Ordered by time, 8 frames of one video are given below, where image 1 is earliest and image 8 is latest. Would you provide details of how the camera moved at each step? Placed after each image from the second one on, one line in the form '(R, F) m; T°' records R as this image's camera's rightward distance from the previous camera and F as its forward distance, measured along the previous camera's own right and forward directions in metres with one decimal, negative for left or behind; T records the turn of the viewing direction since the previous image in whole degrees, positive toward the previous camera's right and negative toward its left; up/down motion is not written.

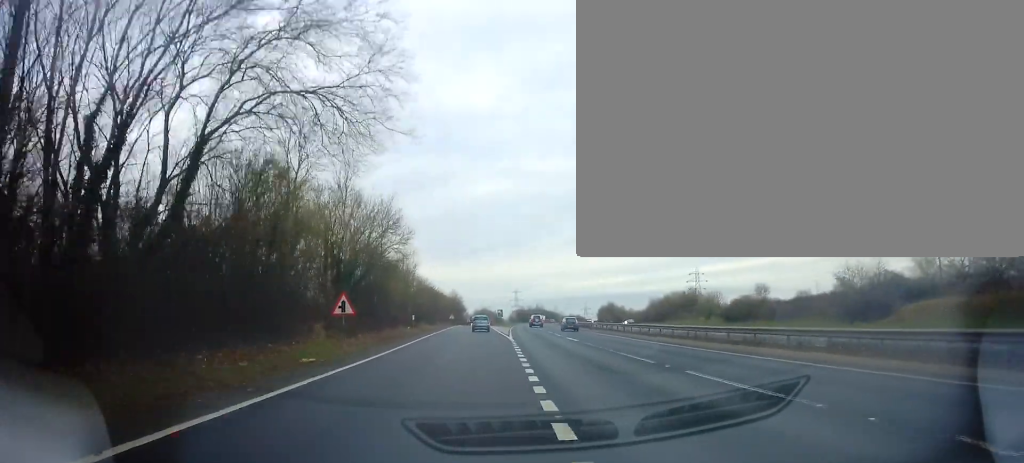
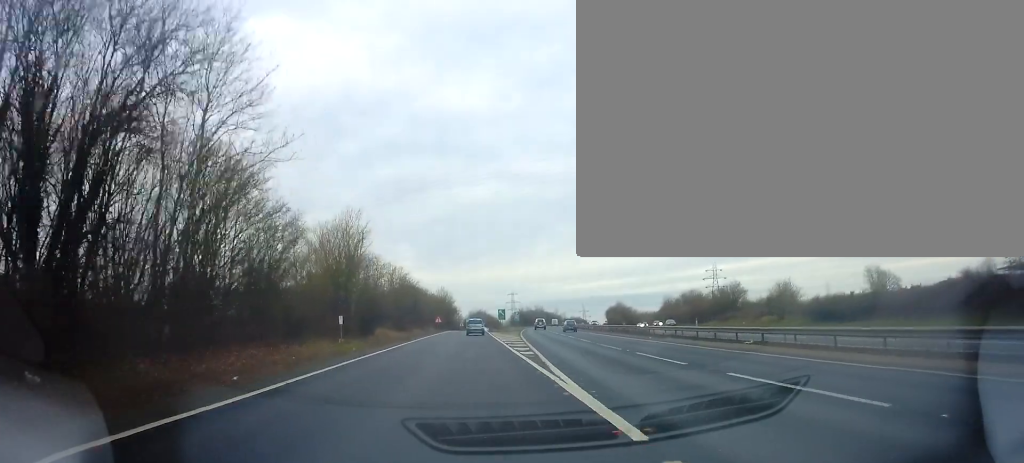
(0.0, +27.8) m; +1°
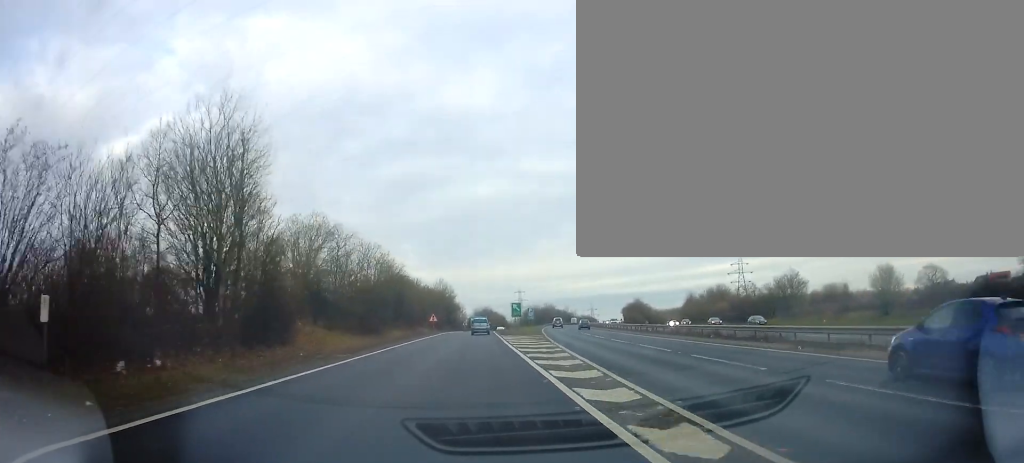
(+0.4, +21.6) m; 0°
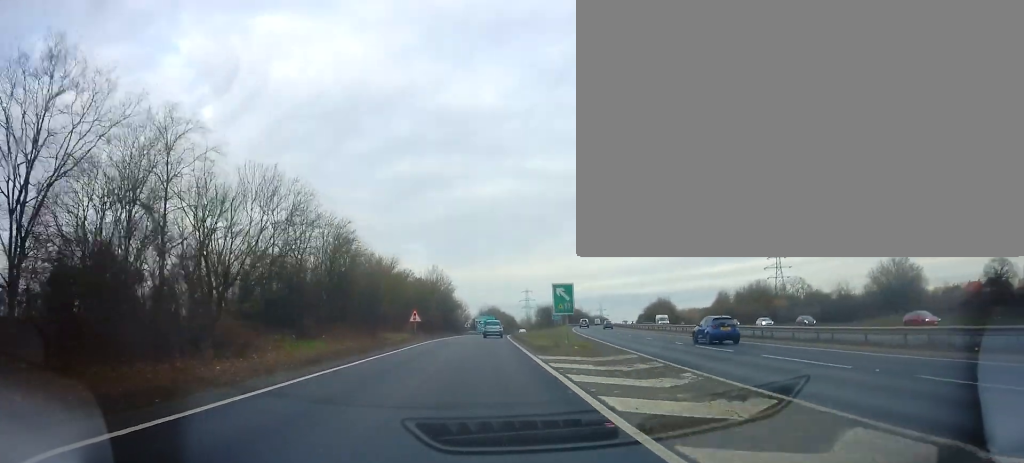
(-0.6, +27.9) m; -1°
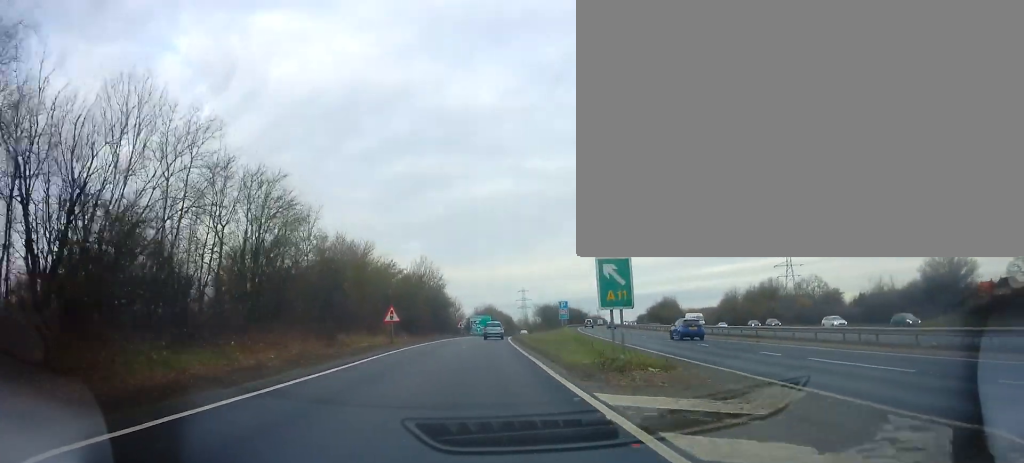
(0.0, +11.0) m; 0°
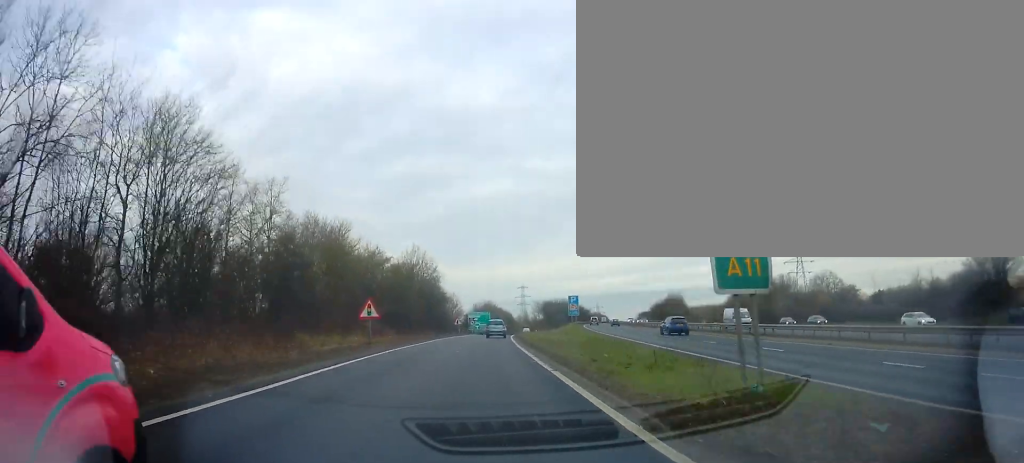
(0.0, +7.7) m; +1°
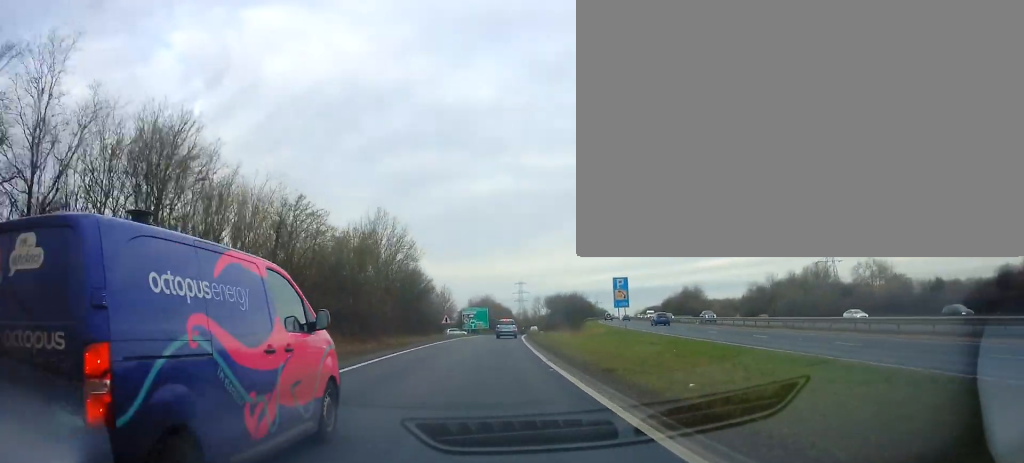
(+0.2, +20.5) m; +1°
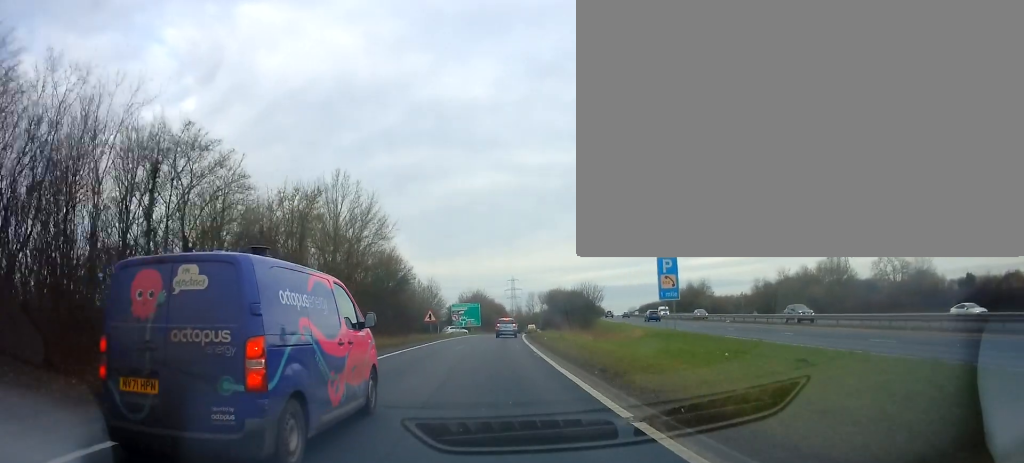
(0.0, +10.7) m; +1°
